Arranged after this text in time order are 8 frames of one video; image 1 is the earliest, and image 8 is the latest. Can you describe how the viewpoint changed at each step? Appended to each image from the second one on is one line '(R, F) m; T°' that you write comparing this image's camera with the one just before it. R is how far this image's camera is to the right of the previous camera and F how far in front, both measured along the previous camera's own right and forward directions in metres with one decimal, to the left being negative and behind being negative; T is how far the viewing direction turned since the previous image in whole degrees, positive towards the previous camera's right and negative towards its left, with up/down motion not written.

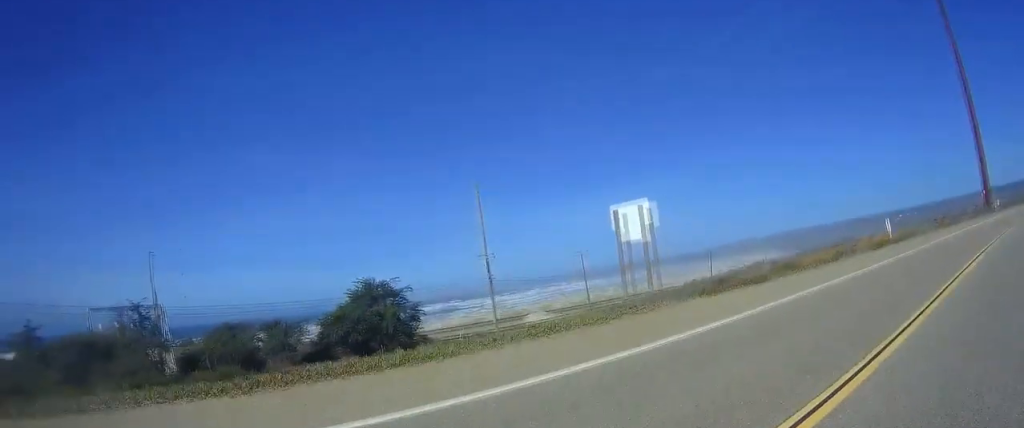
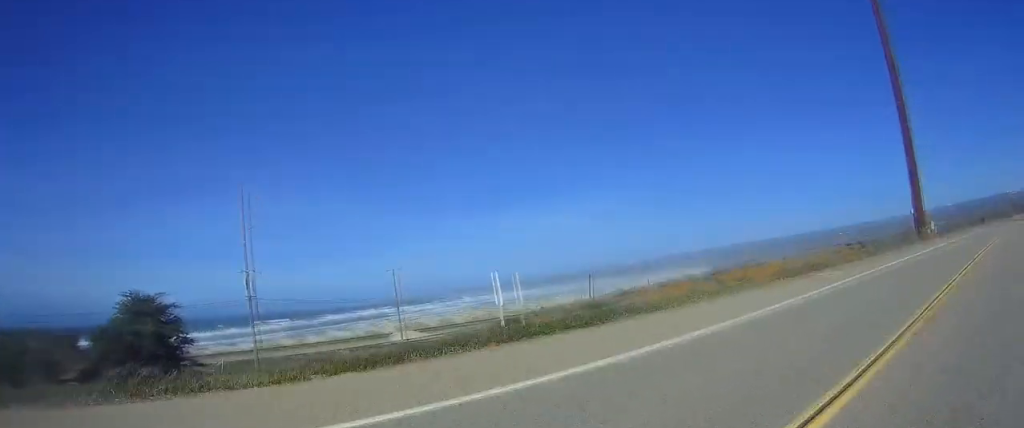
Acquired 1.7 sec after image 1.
(0.0, +23.3) m; 0°
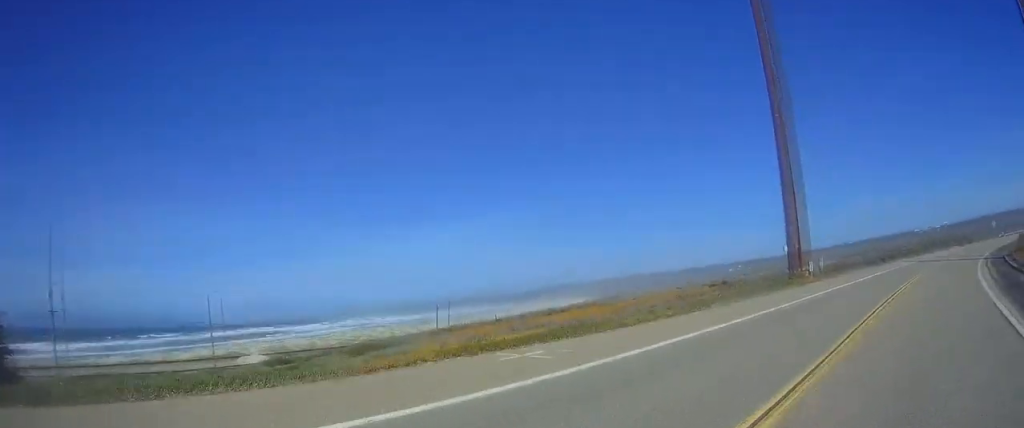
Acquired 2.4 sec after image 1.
(0.0, +10.9) m; 0°
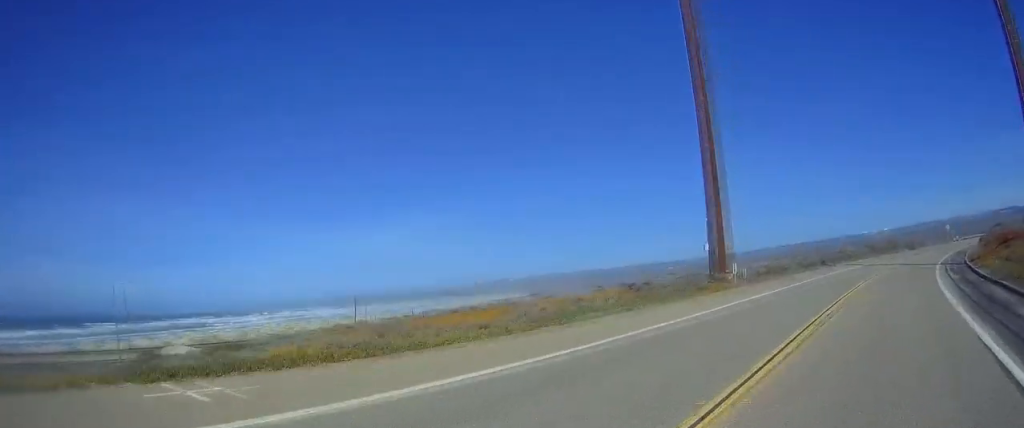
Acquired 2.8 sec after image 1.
(0.0, +5.9) m; +3°
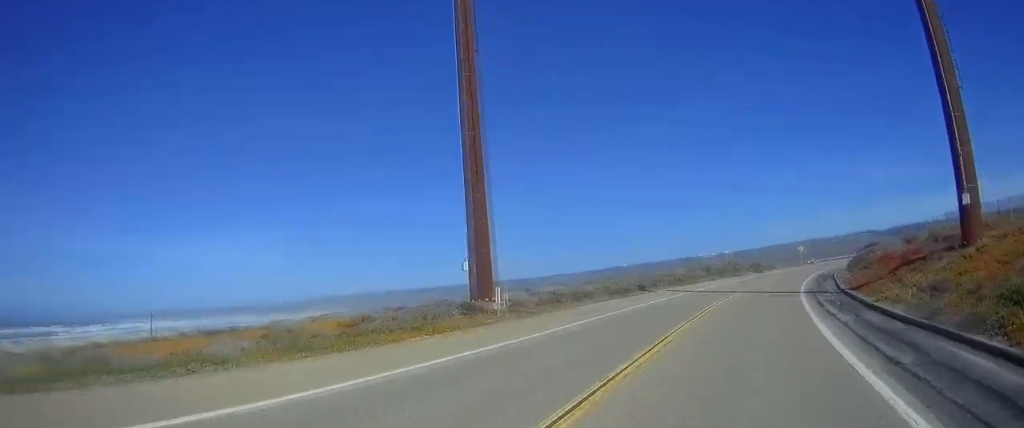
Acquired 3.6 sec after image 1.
(+0.1, +11.2) m; +7°
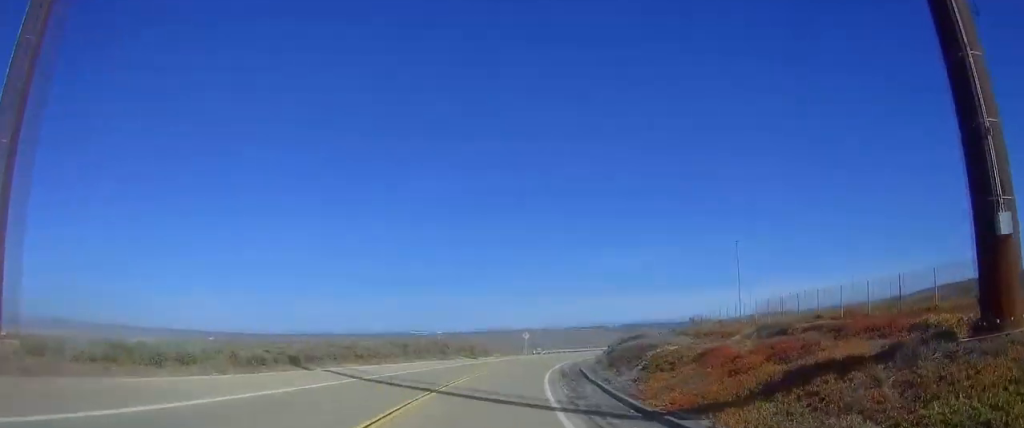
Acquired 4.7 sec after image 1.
(+2.0, +16.8) m; +7°
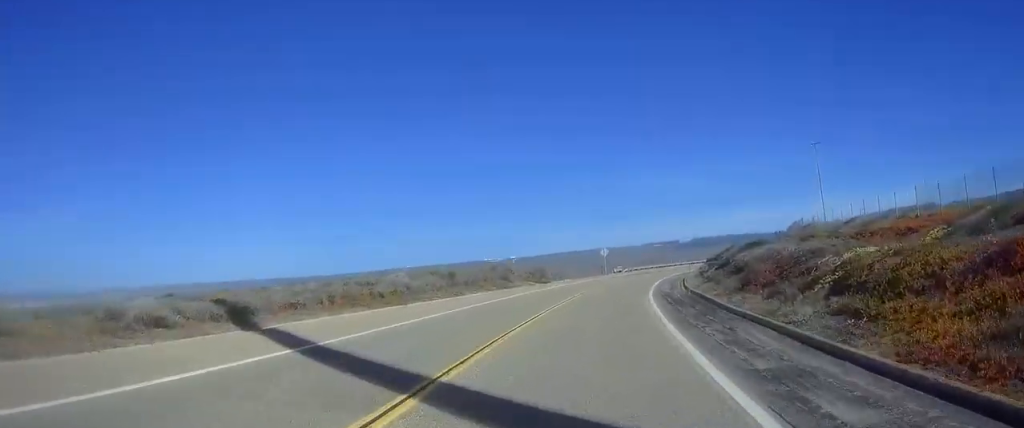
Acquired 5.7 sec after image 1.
(0.0, +14.5) m; +1°
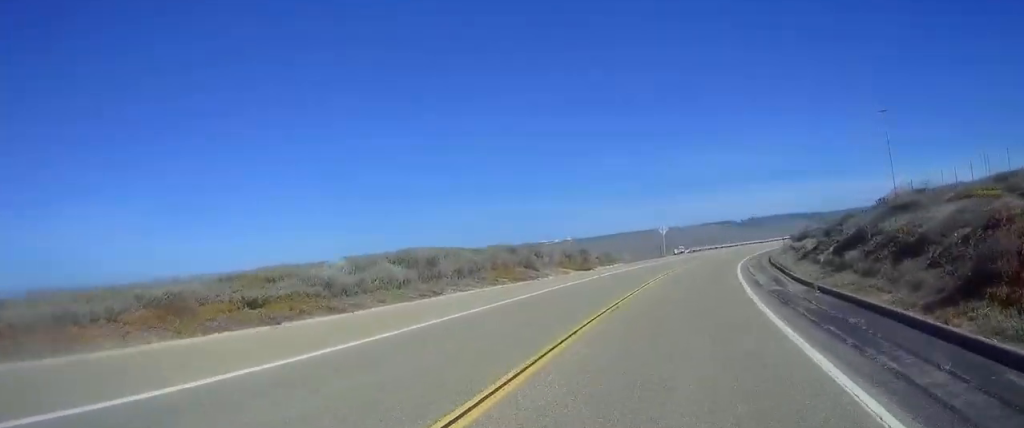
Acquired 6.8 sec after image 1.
(+0.5, +16.2) m; +5°
